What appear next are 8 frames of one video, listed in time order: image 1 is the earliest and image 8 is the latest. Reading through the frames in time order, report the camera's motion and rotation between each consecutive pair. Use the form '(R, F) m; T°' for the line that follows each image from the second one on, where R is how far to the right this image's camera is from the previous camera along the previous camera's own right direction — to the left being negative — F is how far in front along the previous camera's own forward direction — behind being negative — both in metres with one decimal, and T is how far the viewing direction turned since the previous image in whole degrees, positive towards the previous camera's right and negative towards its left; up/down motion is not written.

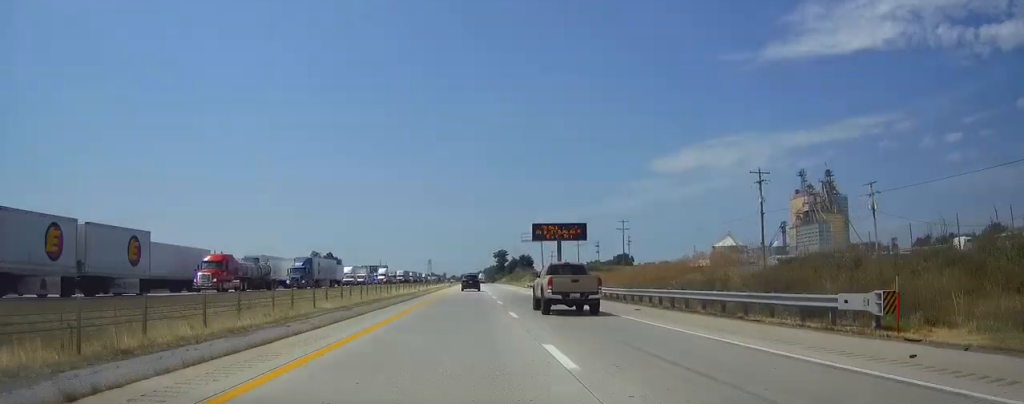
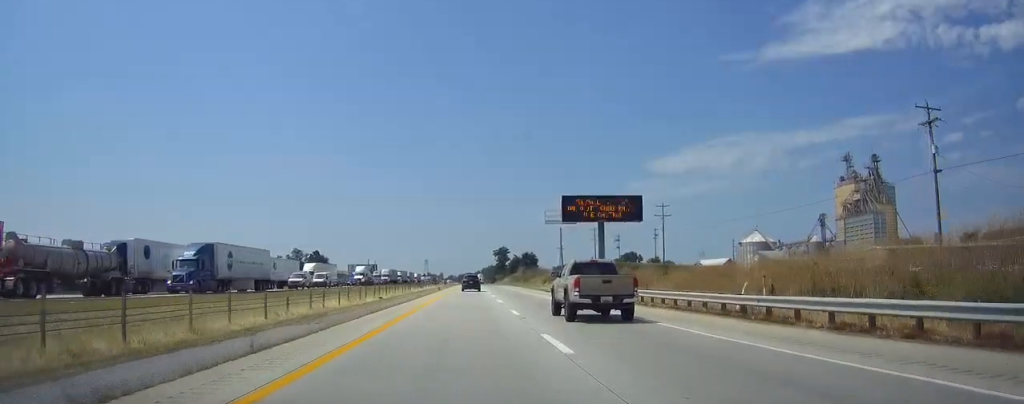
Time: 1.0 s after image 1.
(-0.1, +32.1) m; 0°
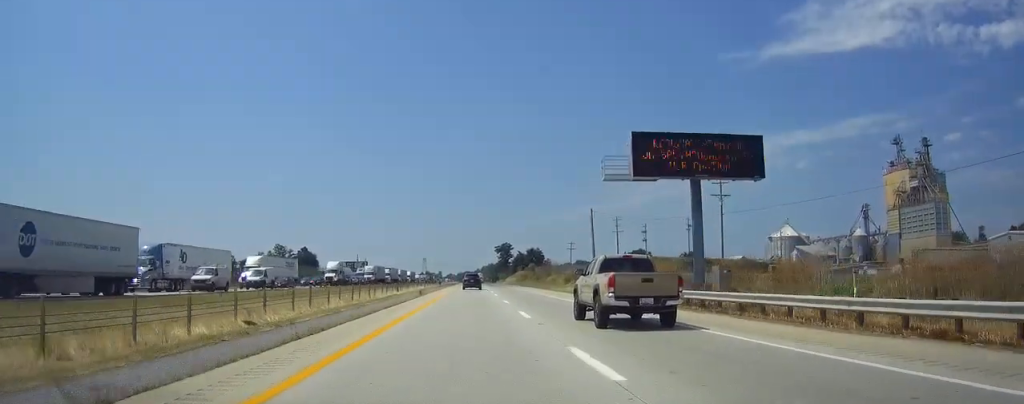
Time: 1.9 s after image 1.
(-0.1, +27.9) m; 0°
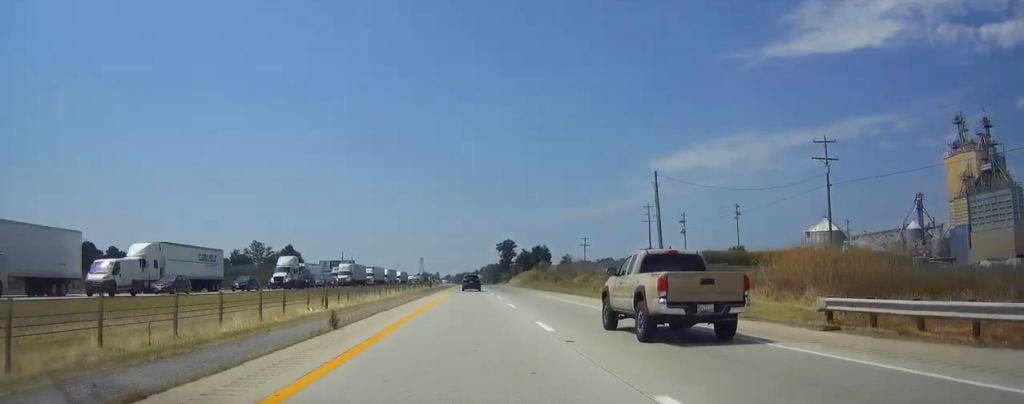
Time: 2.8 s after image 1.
(0.0, +29.0) m; 0°
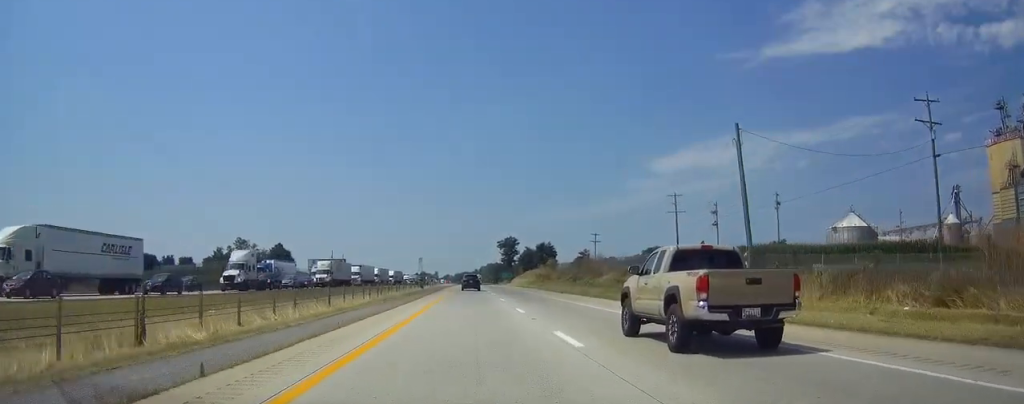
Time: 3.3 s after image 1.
(0.0, +17.2) m; 0°
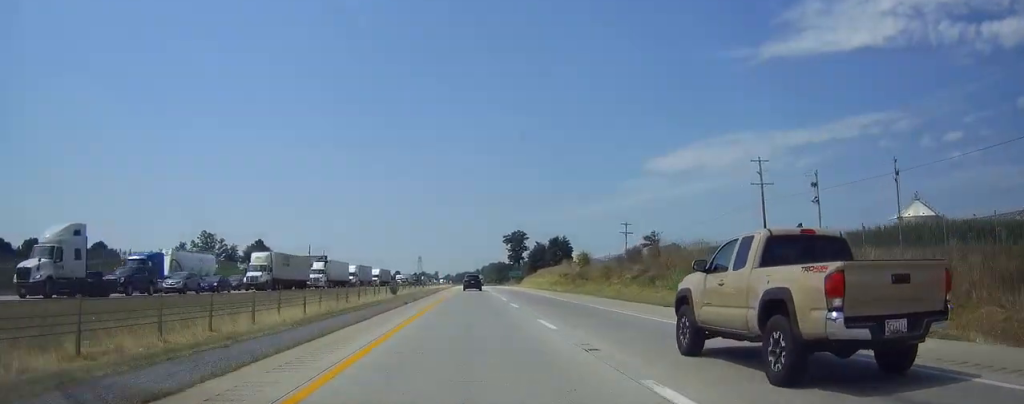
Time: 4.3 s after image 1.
(0.0, +33.3) m; 0°
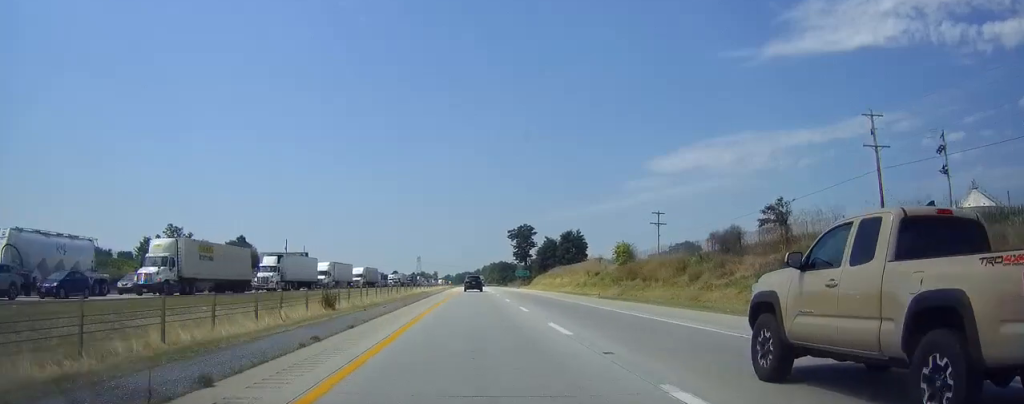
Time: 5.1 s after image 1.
(0.0, +24.7) m; 0°
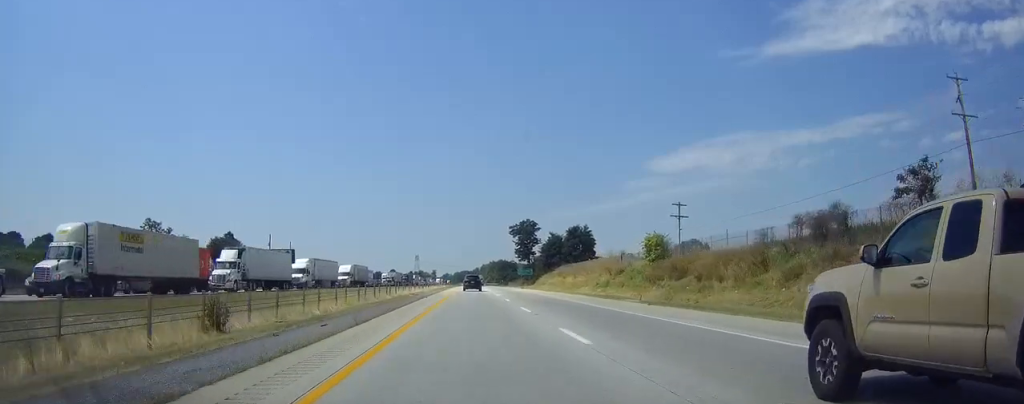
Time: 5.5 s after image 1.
(0.0, +12.9) m; 0°
